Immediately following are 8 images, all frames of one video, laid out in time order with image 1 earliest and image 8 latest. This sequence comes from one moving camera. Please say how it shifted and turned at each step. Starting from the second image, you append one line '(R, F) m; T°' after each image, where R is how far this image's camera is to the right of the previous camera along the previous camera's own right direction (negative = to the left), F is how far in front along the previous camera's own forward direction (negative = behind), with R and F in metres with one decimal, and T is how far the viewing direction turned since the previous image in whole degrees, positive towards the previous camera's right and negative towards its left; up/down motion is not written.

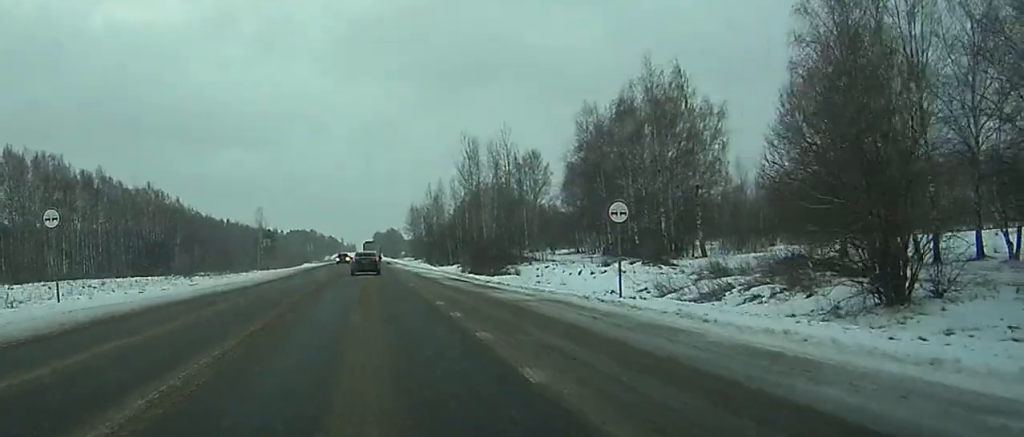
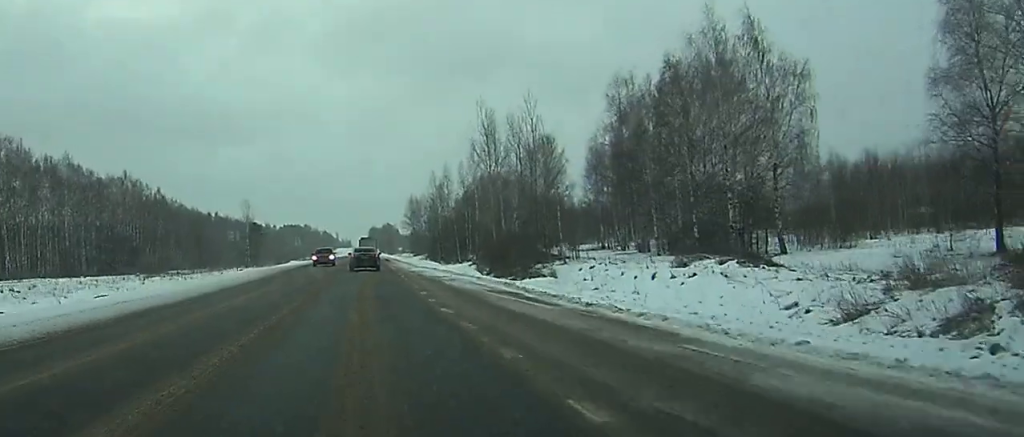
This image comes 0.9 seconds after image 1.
(0.0, +18.3) m; 0°
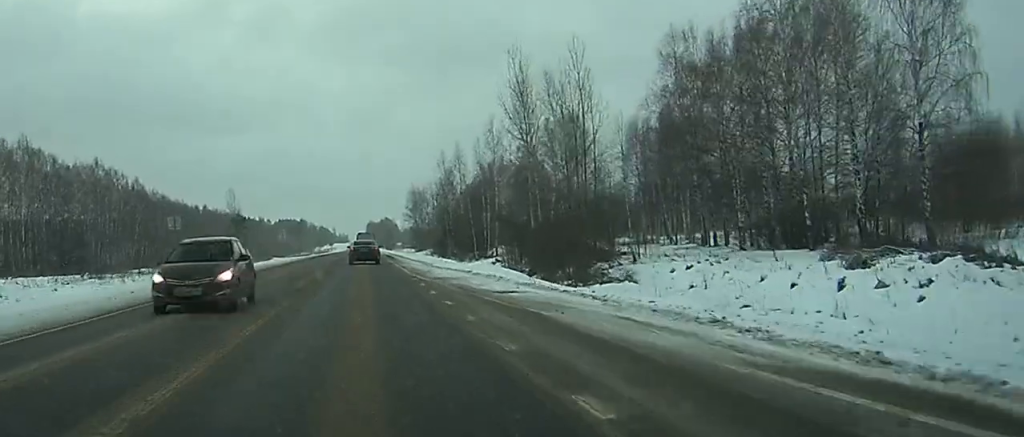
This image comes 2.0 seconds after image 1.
(0.0, +20.5) m; -1°
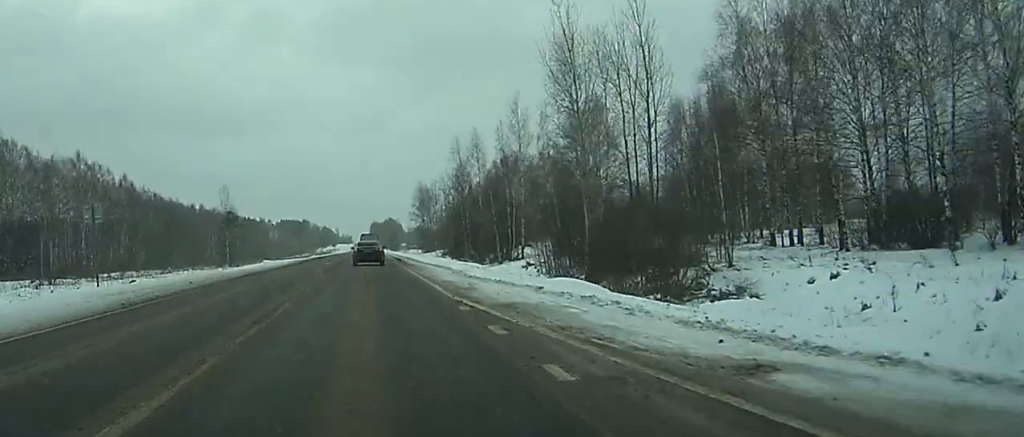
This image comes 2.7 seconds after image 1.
(-0.1, +14.7) m; 0°
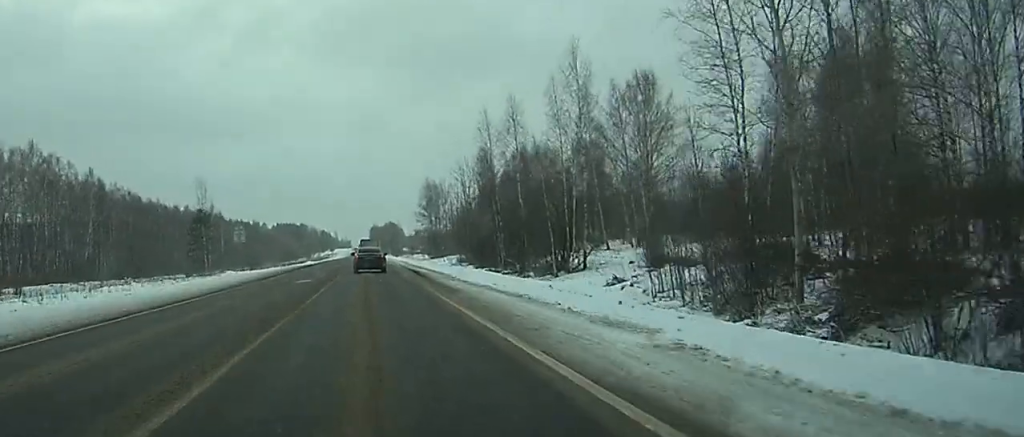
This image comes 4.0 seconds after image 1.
(-0.1, +25.0) m; 0°
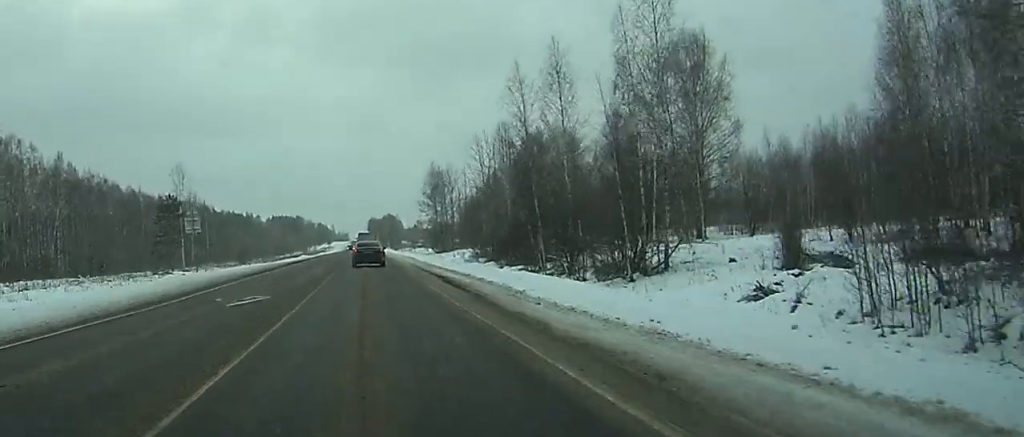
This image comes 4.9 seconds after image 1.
(+0.1, +17.4) m; 0°
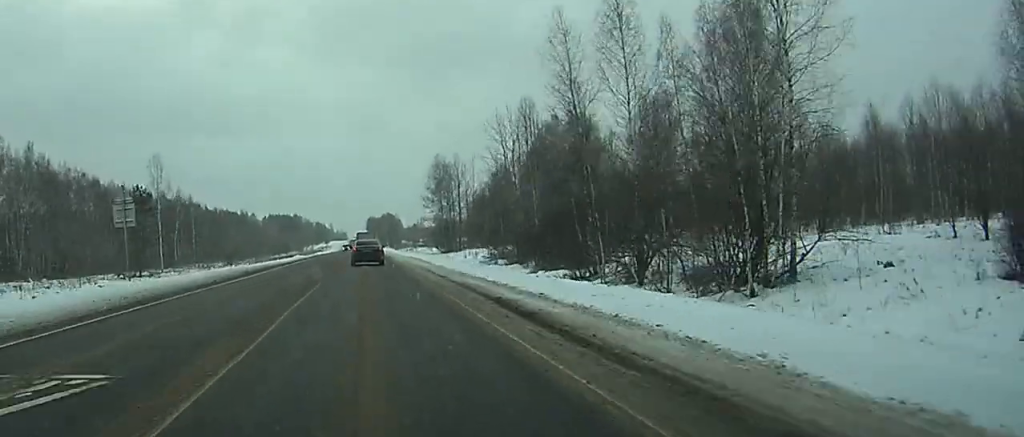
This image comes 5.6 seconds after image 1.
(0.0, +14.0) m; 0°
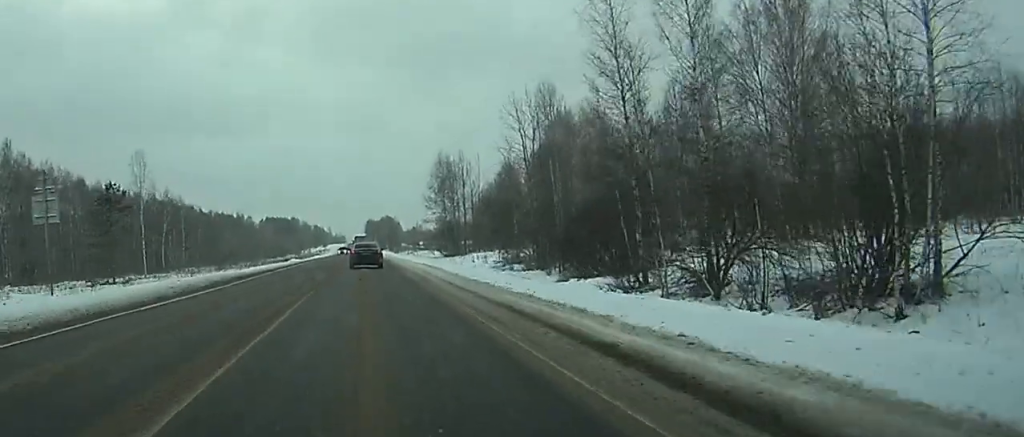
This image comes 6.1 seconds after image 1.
(0.0, +8.9) m; 0°
